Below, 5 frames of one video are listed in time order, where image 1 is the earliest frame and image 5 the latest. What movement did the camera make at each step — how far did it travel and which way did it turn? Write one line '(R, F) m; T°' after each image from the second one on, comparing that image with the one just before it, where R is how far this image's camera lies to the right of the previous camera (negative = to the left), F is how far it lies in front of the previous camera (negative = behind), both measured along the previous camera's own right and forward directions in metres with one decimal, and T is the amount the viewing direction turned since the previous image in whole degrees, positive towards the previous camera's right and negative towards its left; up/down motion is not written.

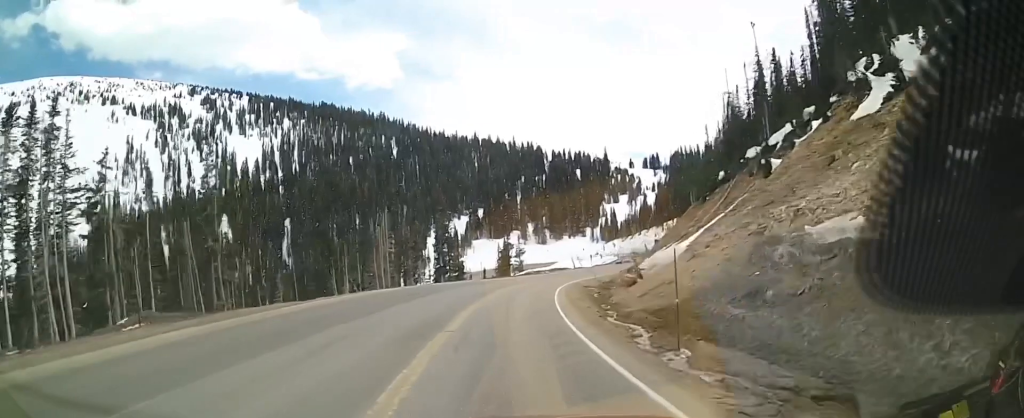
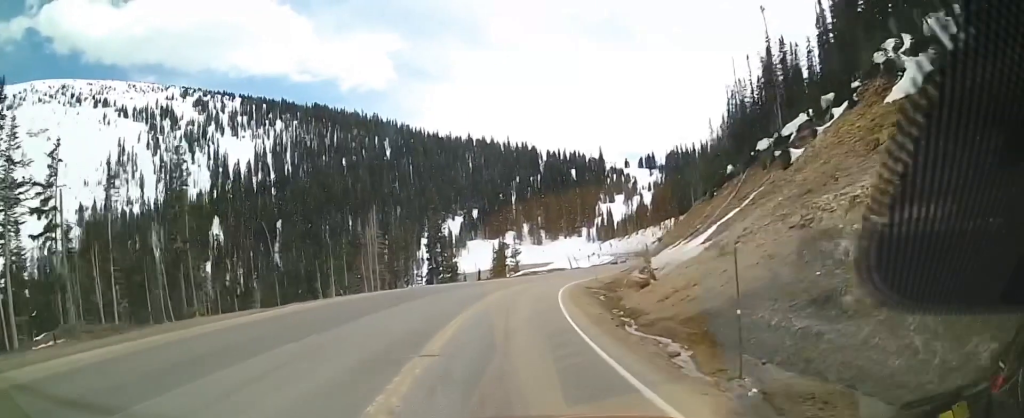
(0.0, +4.8) m; 0°
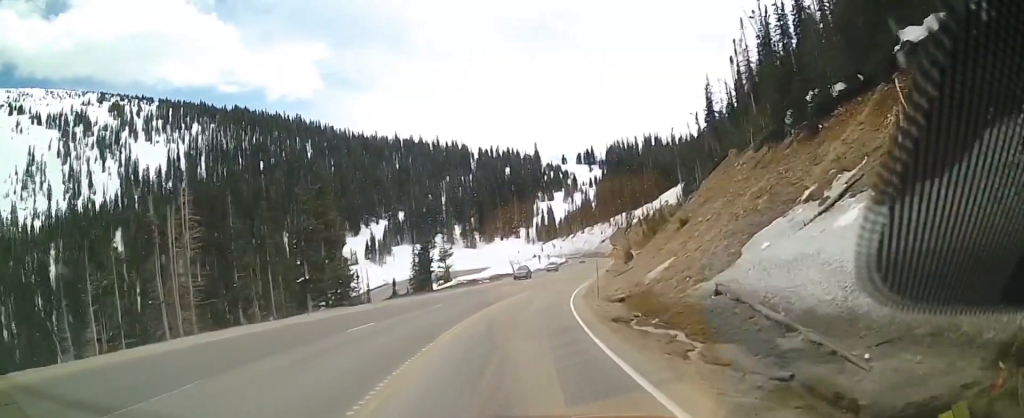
(0.0, +37.0) m; +3°
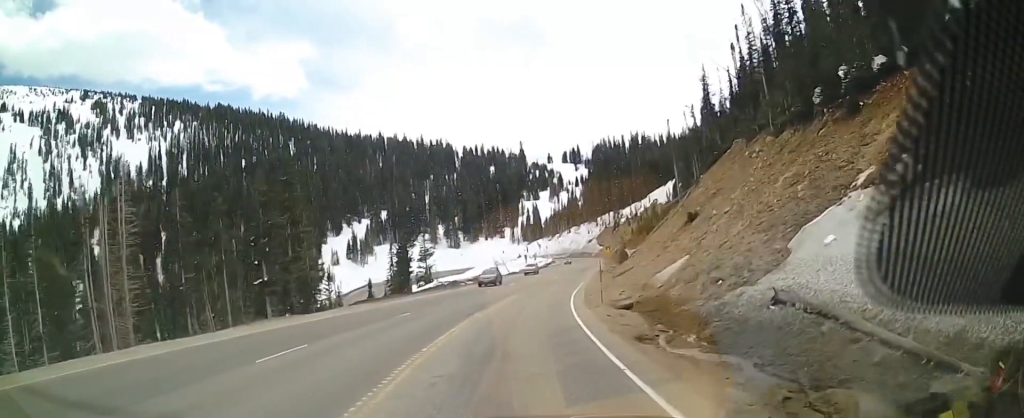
(+0.2, +6.4) m; 0°
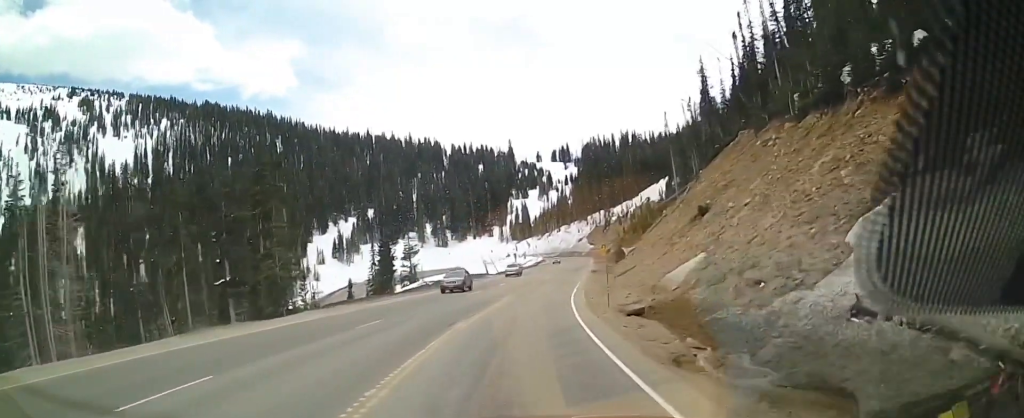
(-0.1, +4.9) m; 0°
